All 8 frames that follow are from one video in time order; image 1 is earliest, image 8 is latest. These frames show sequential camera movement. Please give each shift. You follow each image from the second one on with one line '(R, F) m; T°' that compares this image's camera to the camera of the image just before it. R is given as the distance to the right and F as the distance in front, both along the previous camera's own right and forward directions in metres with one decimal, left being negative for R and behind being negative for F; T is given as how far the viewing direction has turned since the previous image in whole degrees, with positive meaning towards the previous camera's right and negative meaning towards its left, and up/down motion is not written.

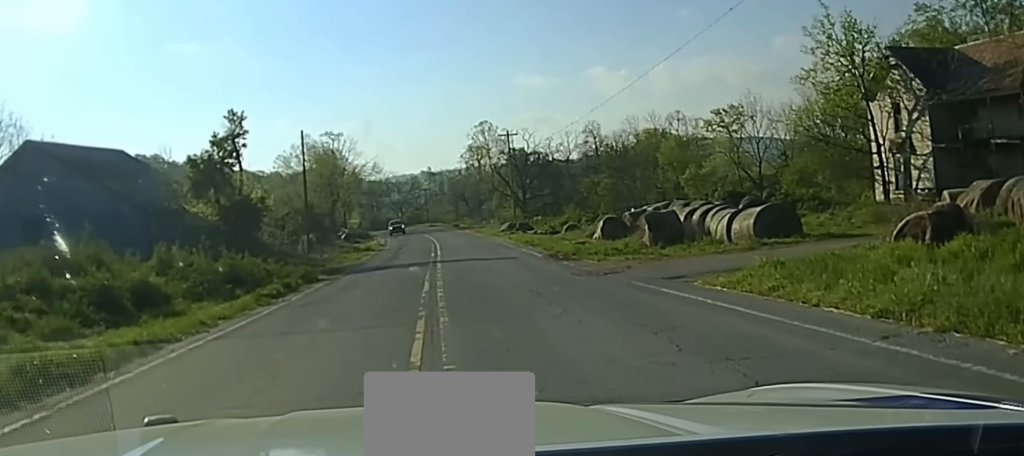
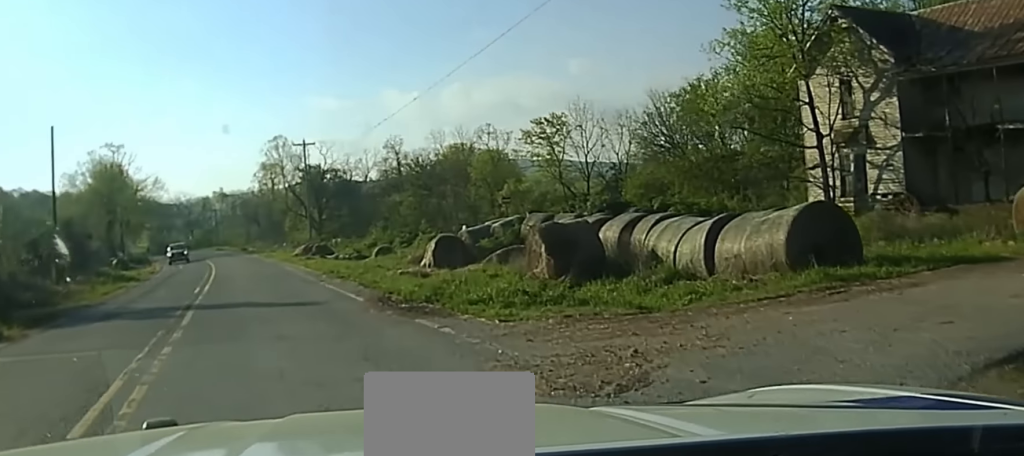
(+0.9, +13.5) m; +12°
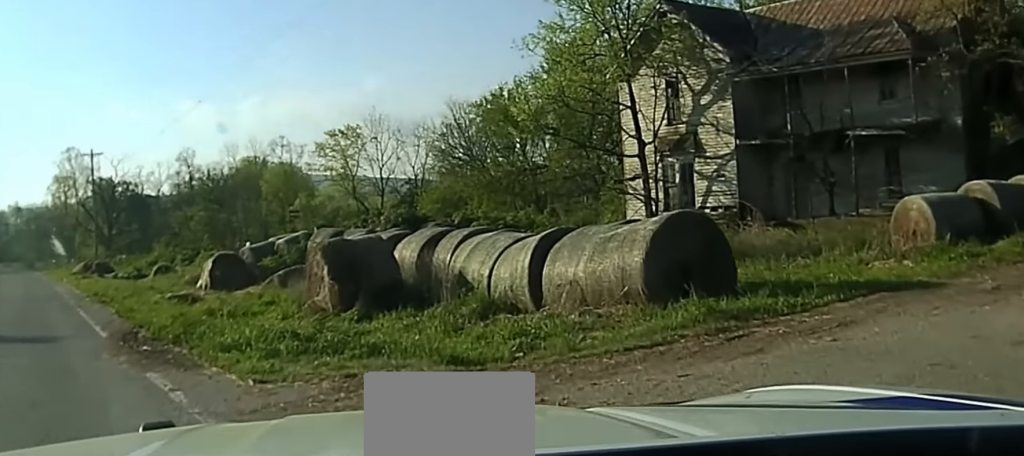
(+0.2, +4.1) m; +11°
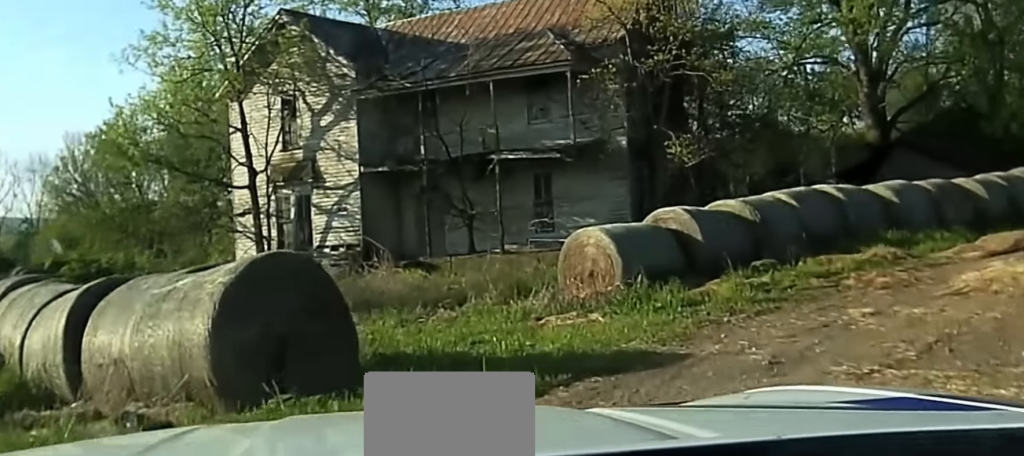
(+0.5, +4.4) m; +21°
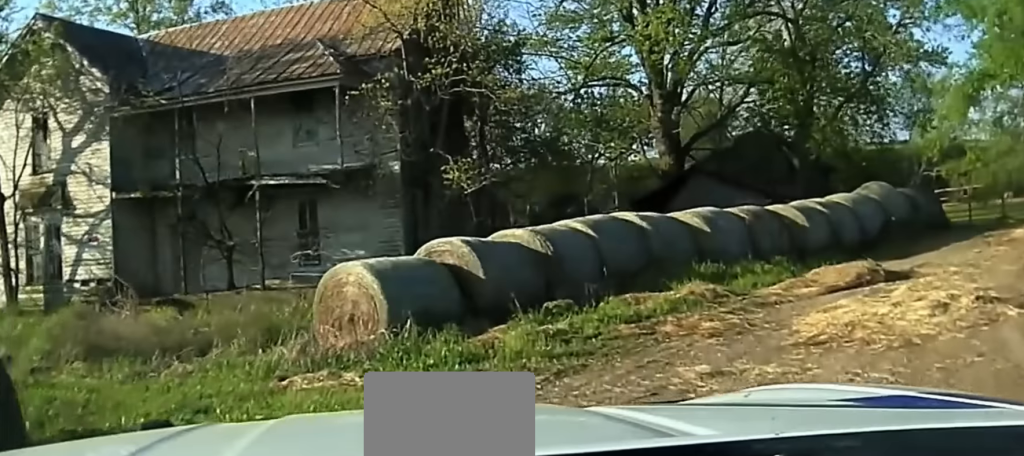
(+0.6, +2.6) m; +15°
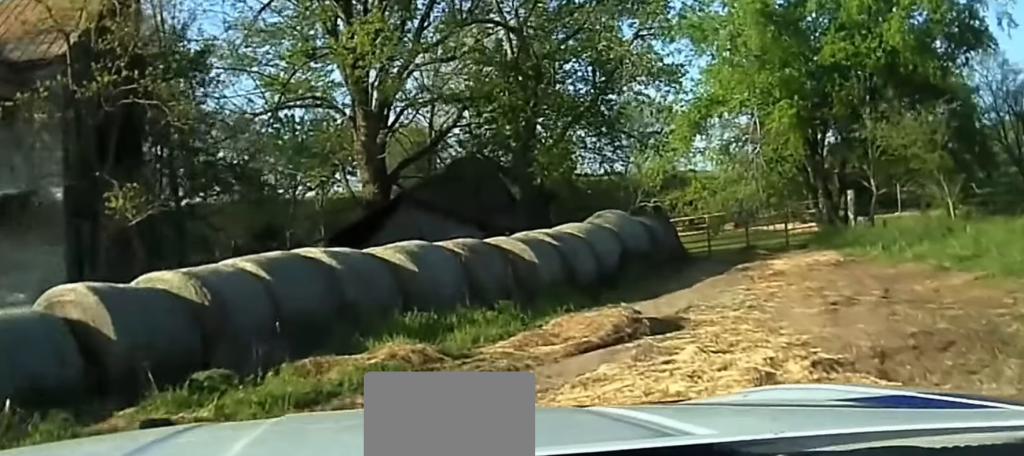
(+0.5, +3.0) m; +18°
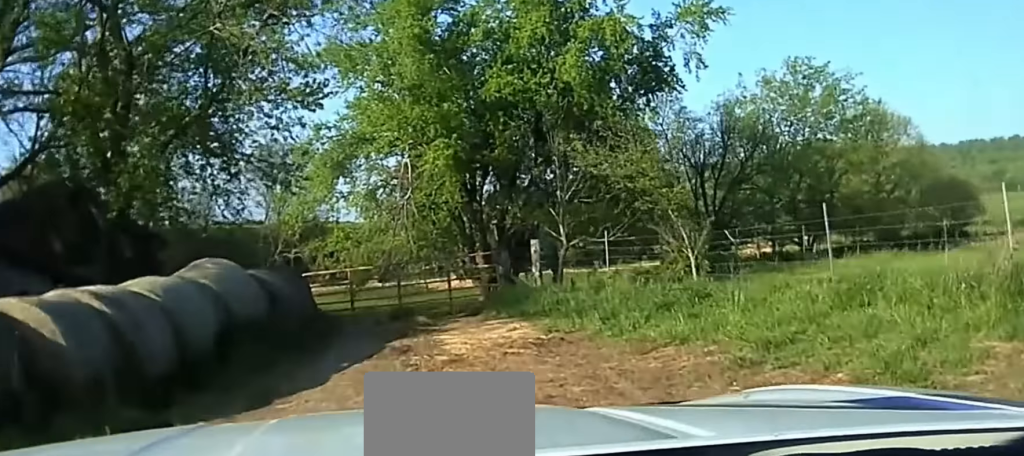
(+1.6, +5.4) m; +22°
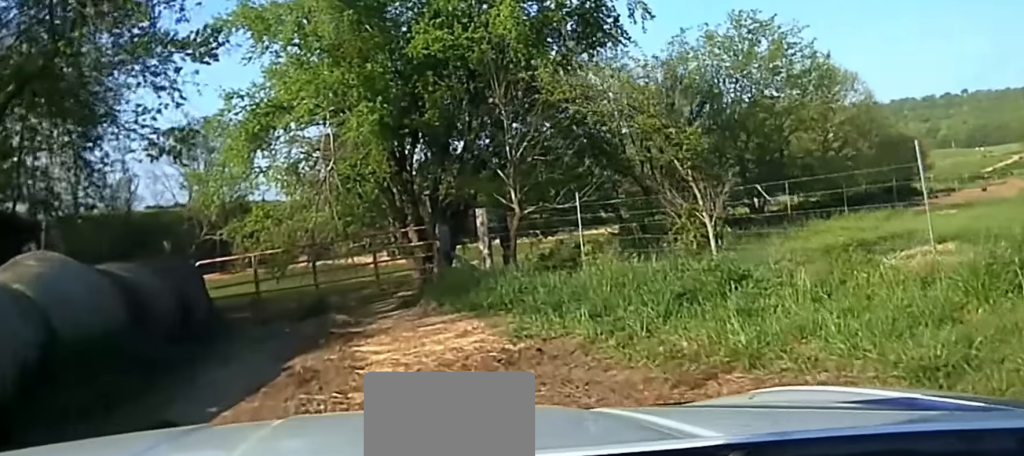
(+0.1, +4.1) m; 0°
